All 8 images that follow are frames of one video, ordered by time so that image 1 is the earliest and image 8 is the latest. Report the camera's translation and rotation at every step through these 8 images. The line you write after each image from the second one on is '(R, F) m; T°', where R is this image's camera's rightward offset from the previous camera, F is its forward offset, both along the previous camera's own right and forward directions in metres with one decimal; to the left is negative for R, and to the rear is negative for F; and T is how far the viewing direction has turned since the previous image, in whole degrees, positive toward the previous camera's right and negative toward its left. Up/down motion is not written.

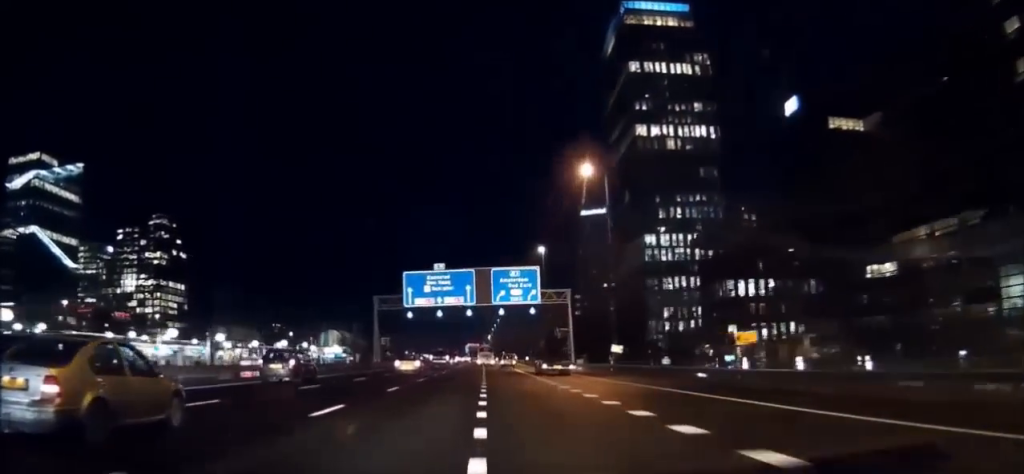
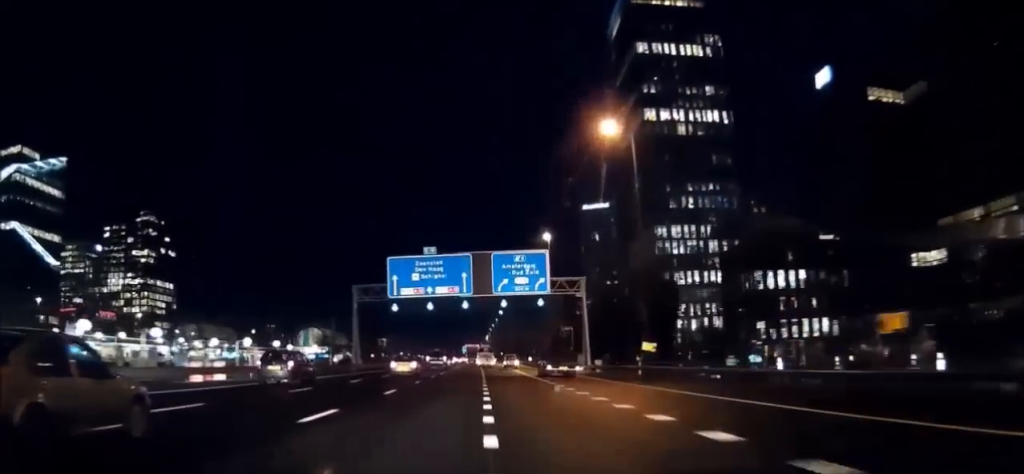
(+0.1, +13.7) m; 0°
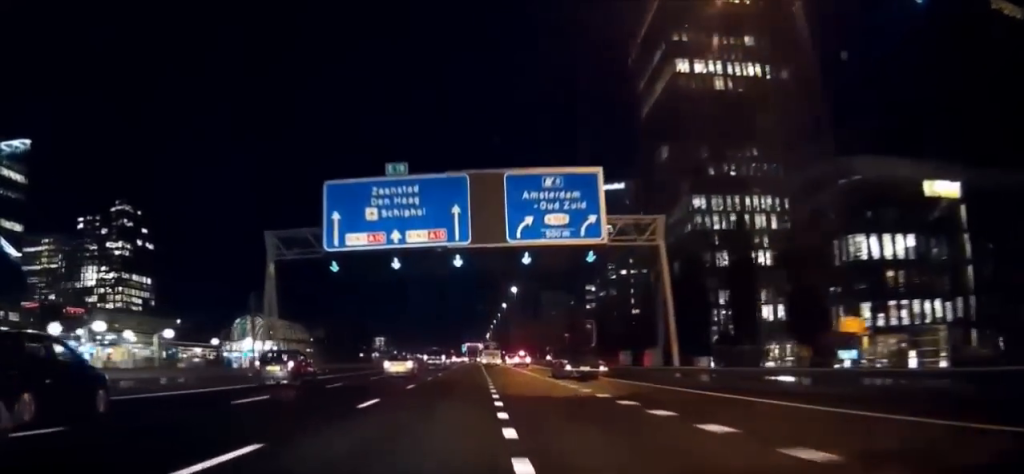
(-0.1, +31.6) m; 0°
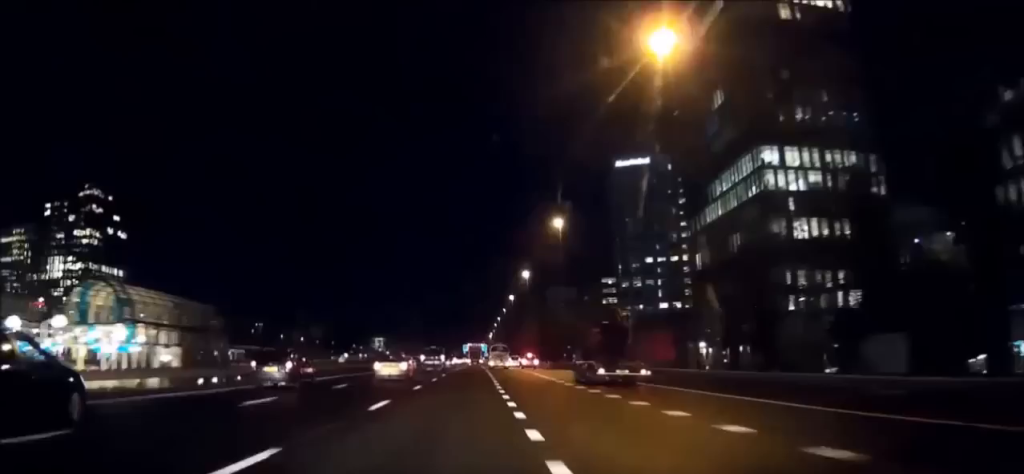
(-0.1, +36.9) m; -1°
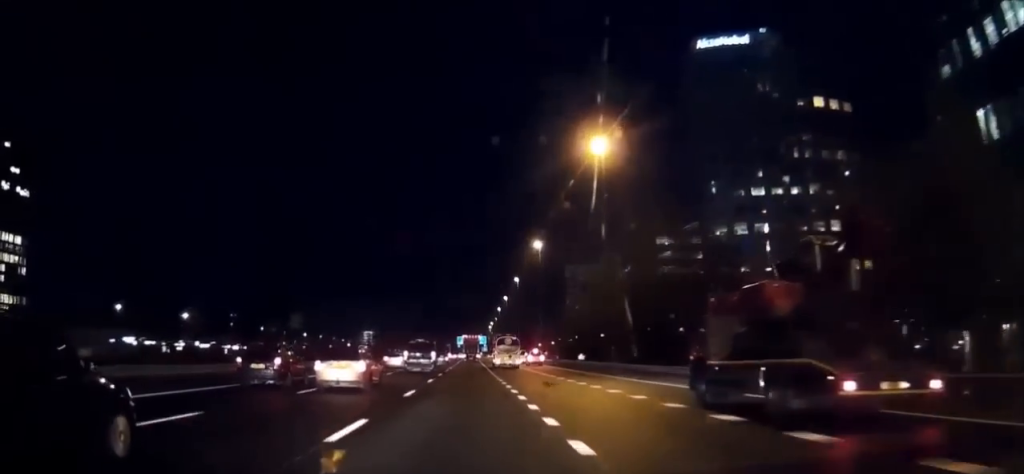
(-0.7, +90.8) m; 0°
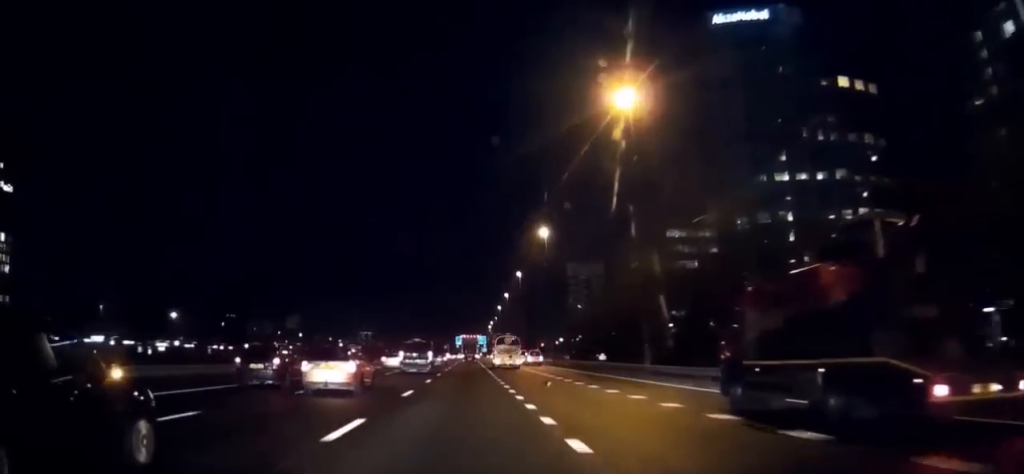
(+0.1, +11.6) m; 0°
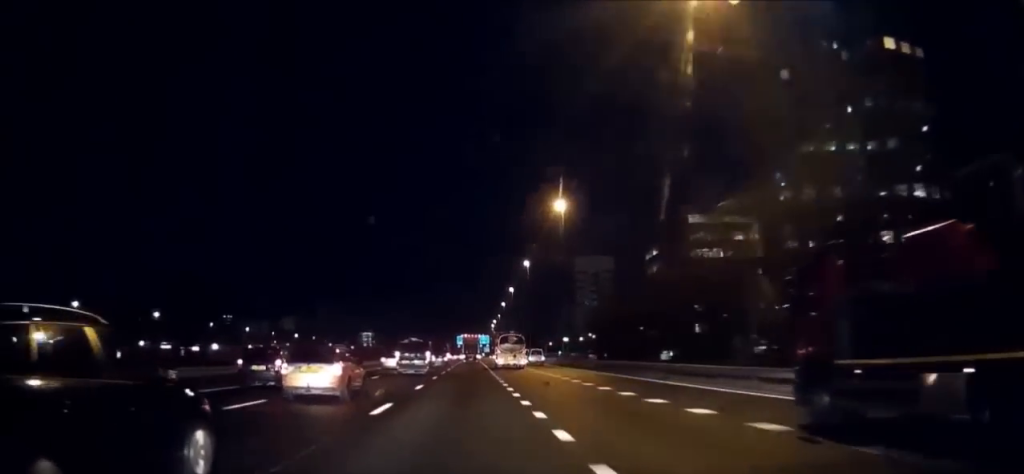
(+0.1, +18.1) m; 0°
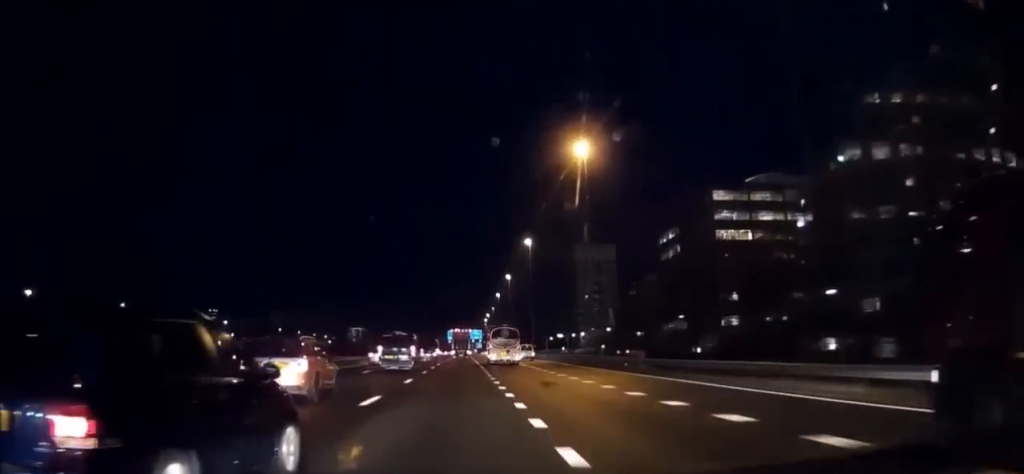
(0.0, +22.5) m; 0°
